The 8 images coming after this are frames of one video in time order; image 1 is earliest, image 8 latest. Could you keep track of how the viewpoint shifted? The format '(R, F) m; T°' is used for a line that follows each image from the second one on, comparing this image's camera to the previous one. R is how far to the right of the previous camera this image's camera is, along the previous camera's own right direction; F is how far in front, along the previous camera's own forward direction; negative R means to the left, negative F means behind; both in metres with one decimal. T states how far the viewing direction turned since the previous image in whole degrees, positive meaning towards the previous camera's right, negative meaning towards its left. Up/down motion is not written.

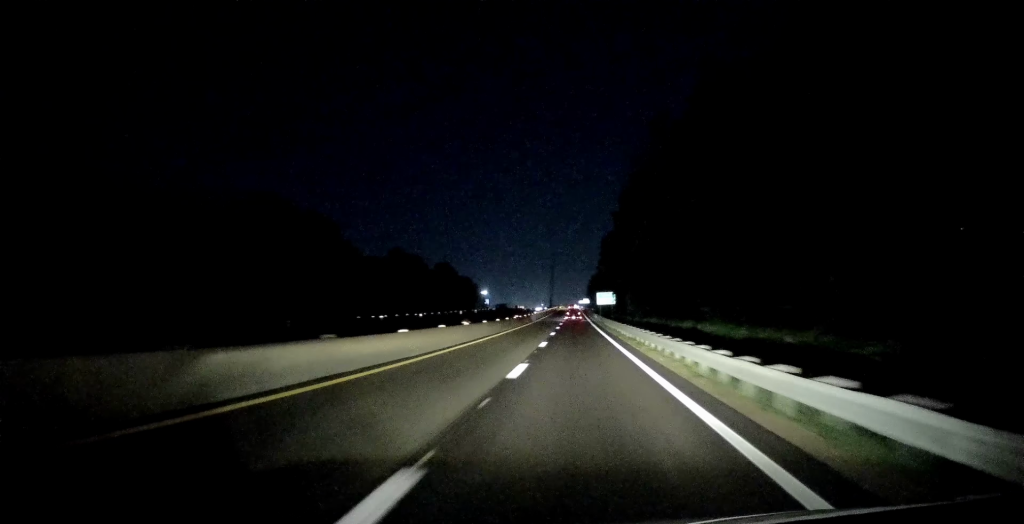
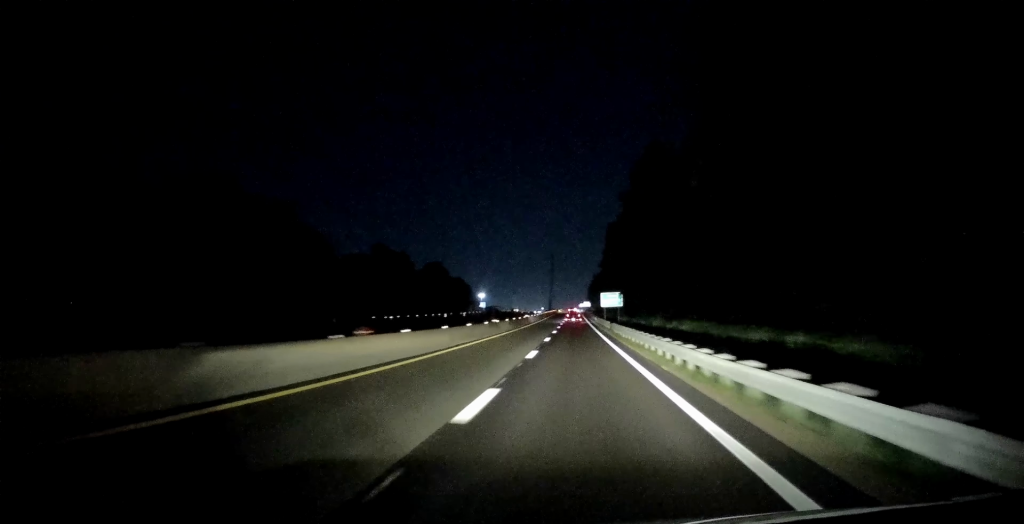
(+0.2, +17.6) m; 0°
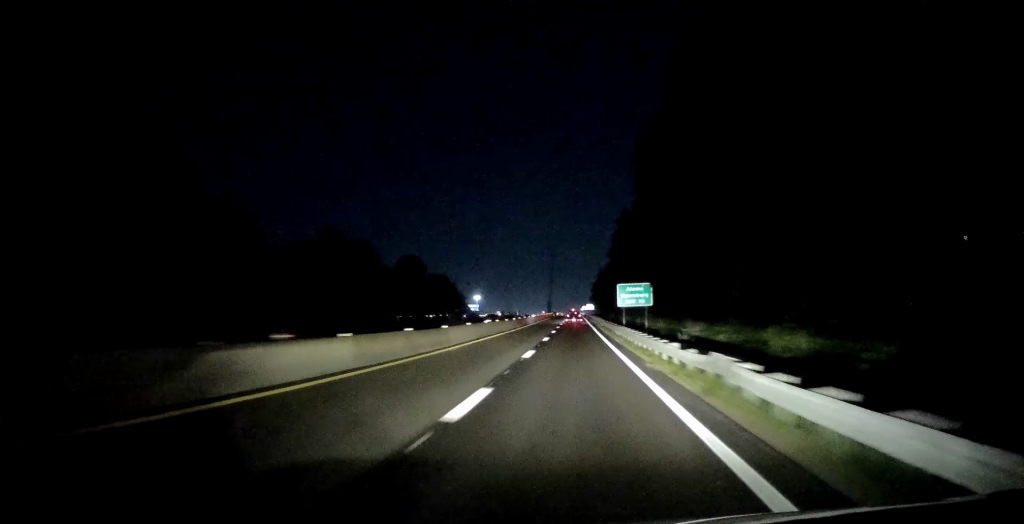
(-0.1, +36.2) m; -1°
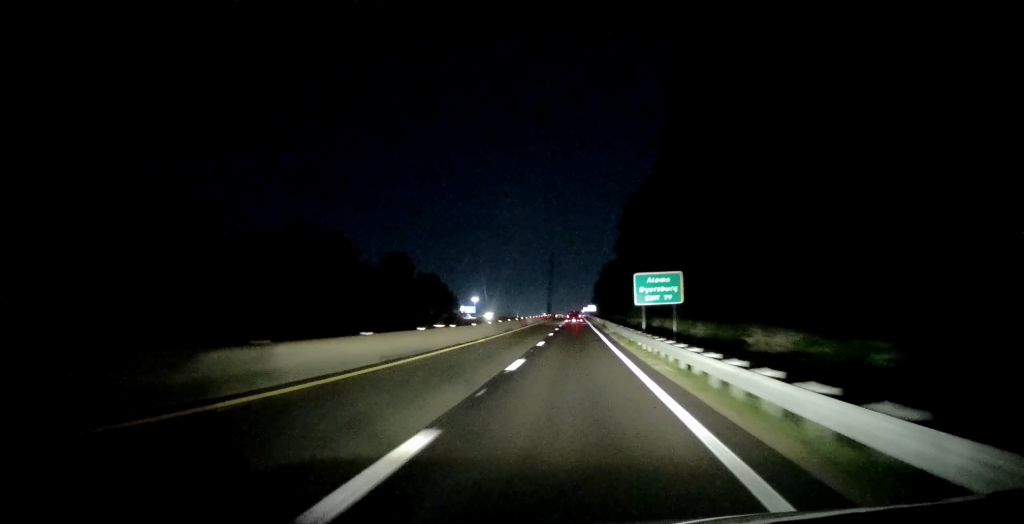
(0.0, +16.7) m; 0°
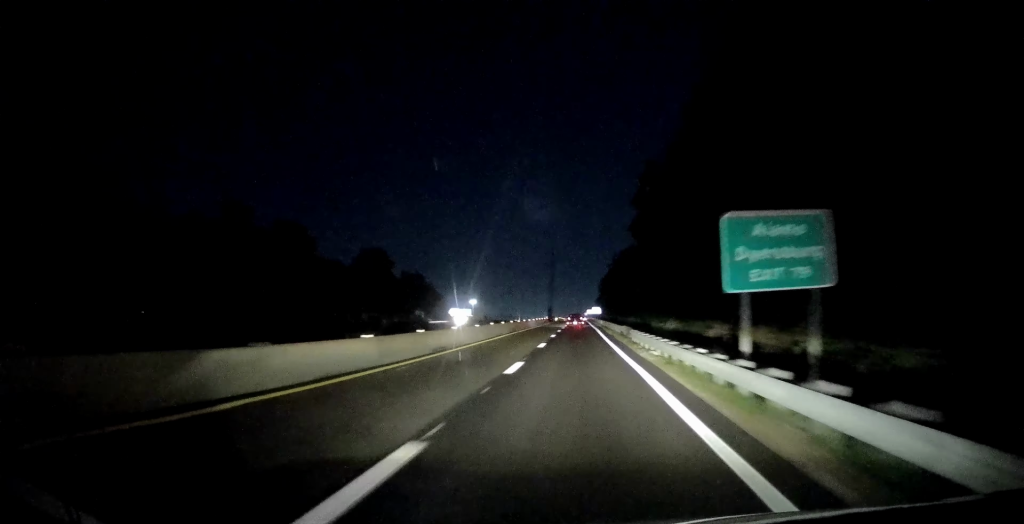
(+0.1, +25.0) m; 0°
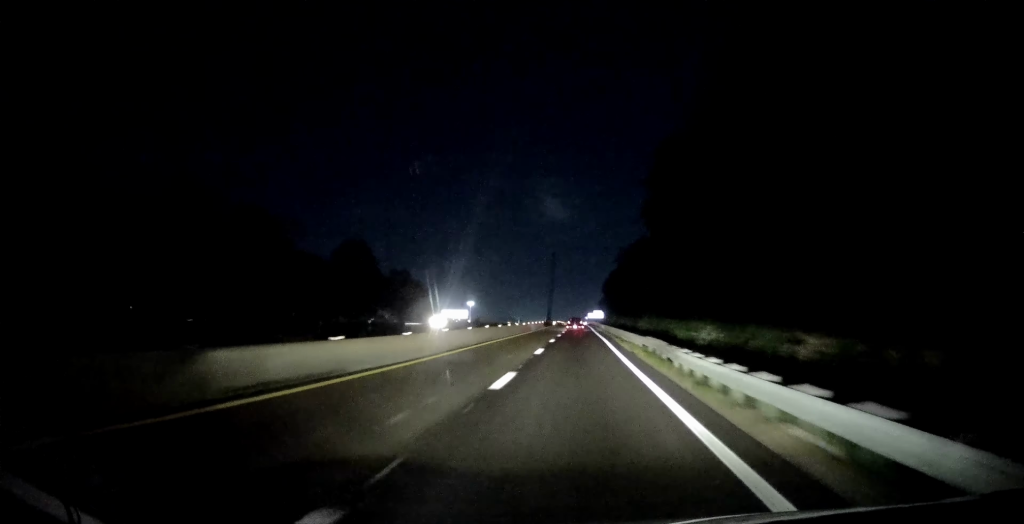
(+0.2, +14.8) m; 0°
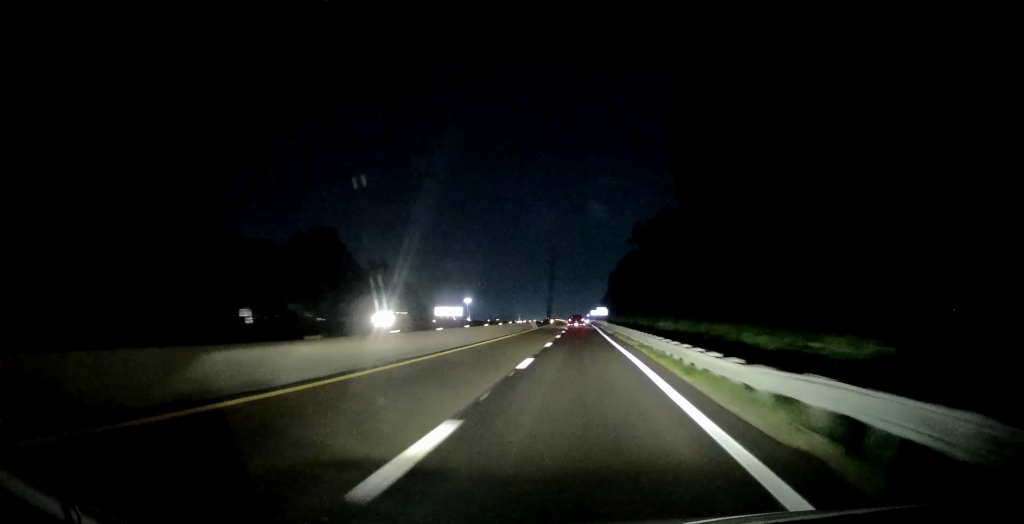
(-0.2, +21.2) m; -1°
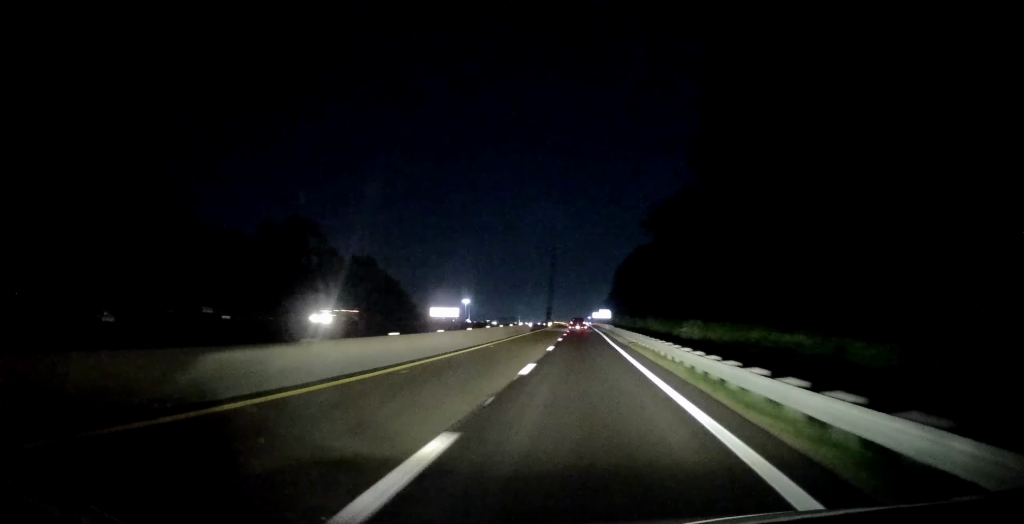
(0.0, +12.8) m; 0°
